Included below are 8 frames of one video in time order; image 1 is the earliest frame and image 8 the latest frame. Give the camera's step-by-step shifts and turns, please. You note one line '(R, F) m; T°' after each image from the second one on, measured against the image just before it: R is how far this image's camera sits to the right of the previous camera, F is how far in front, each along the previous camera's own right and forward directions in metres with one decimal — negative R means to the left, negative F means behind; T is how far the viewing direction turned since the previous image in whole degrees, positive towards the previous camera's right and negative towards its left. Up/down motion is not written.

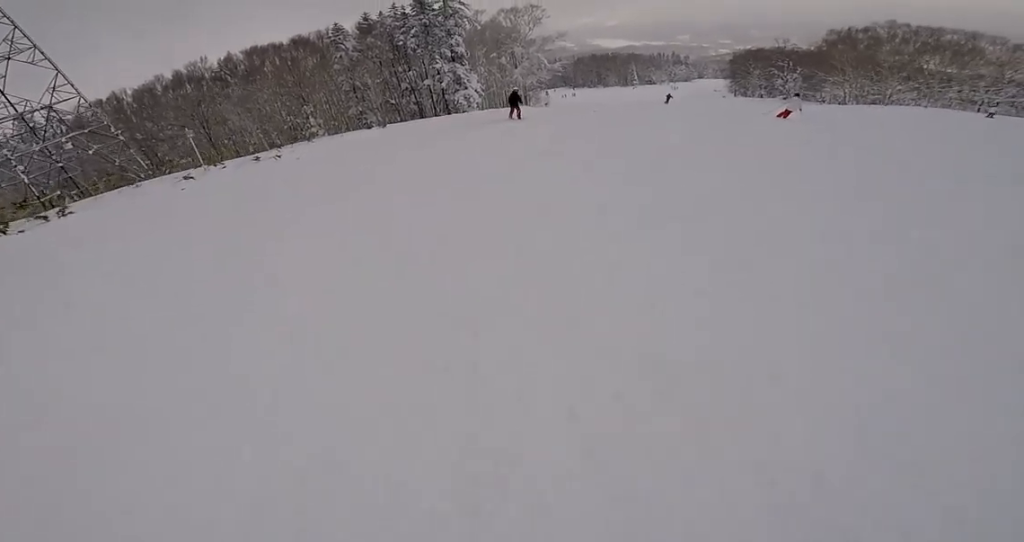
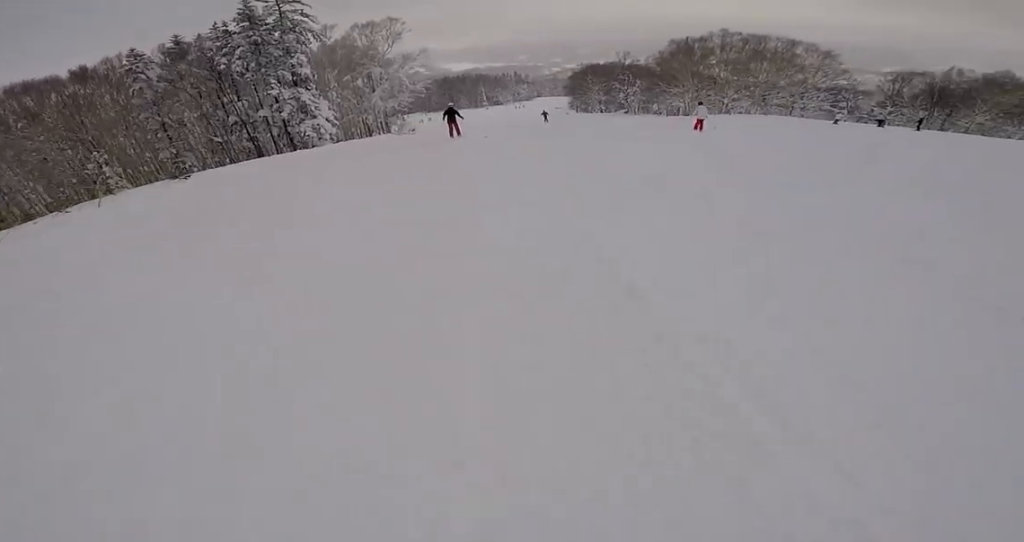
(+1.7, +6.2) m; +14°
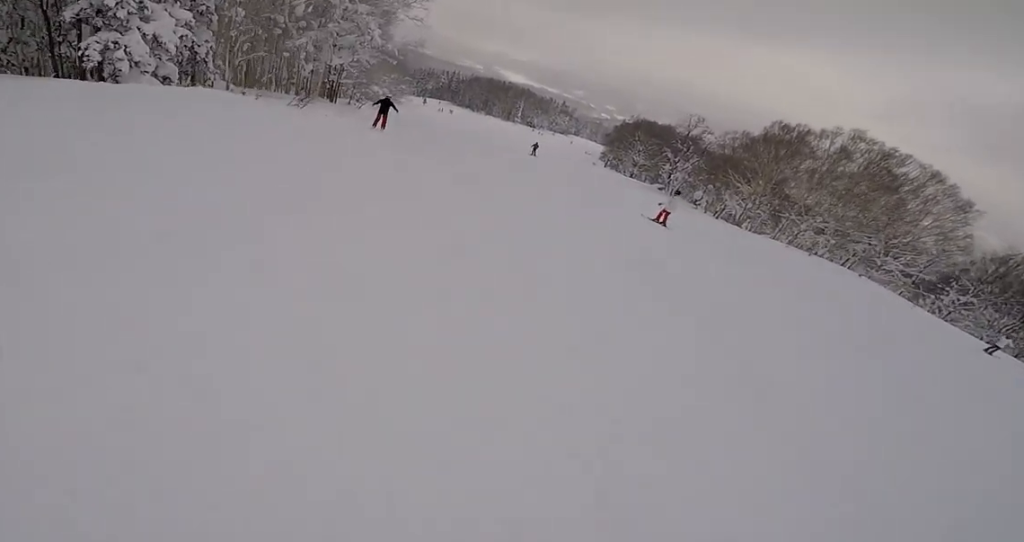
(-1.2, +17.3) m; -15°
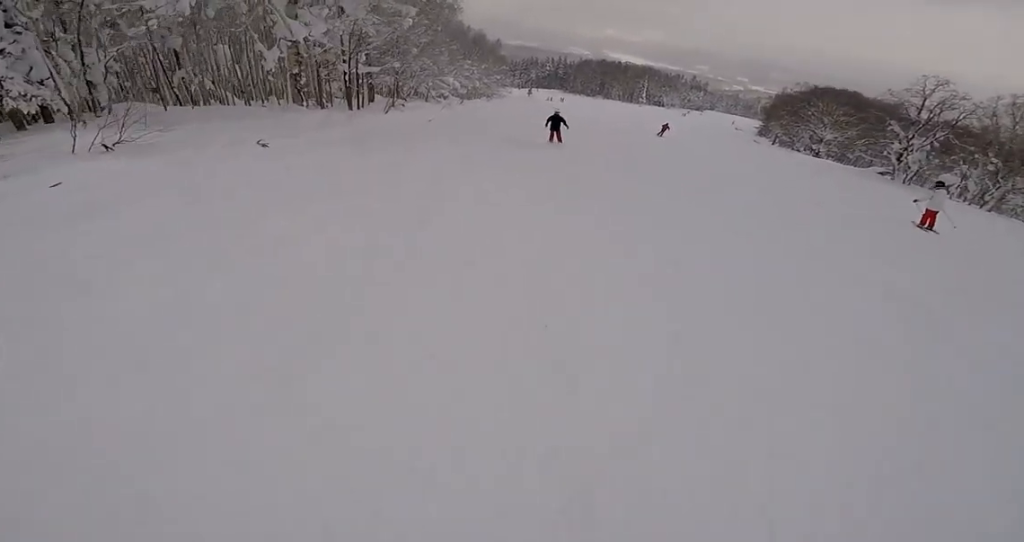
(-0.6, +15.3) m; 0°
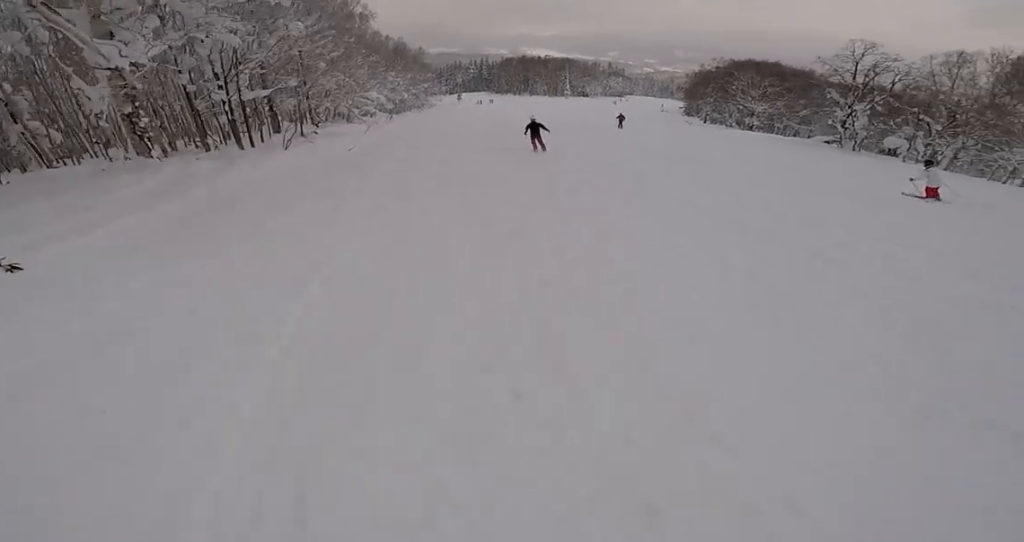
(+0.4, +4.6) m; 0°
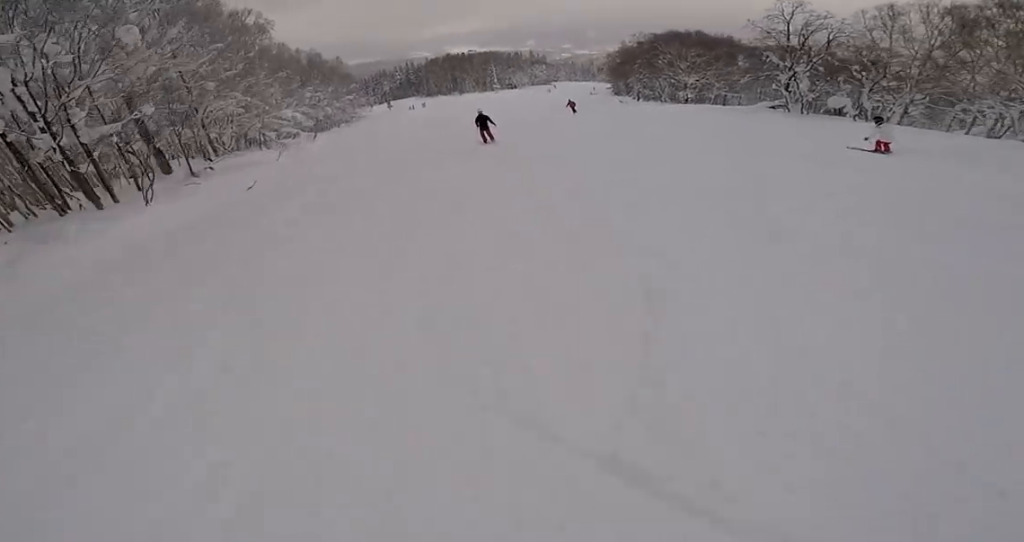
(-0.1, +4.1) m; 0°
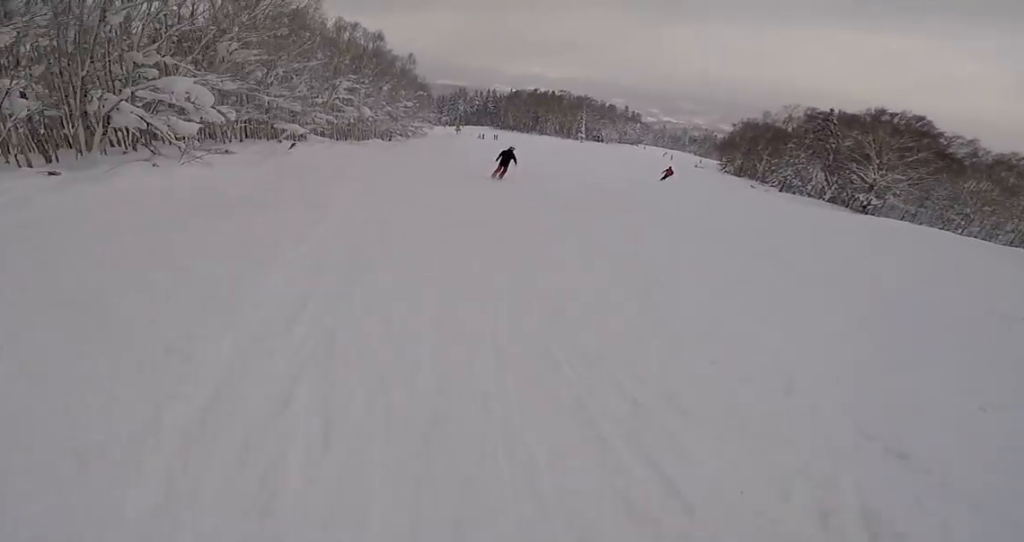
(-0.4, +22.0) m; -2°
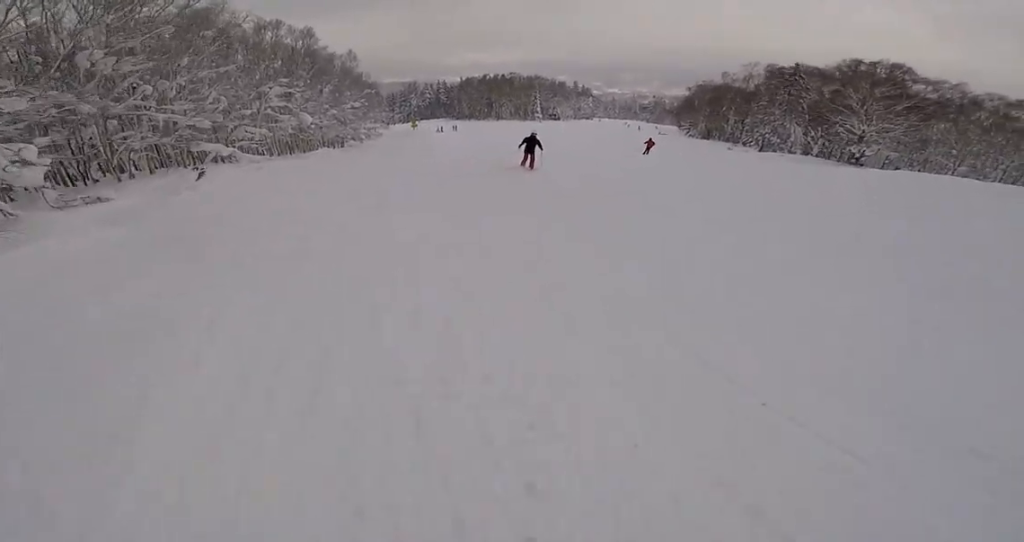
(-0.5, +6.1) m; 0°
